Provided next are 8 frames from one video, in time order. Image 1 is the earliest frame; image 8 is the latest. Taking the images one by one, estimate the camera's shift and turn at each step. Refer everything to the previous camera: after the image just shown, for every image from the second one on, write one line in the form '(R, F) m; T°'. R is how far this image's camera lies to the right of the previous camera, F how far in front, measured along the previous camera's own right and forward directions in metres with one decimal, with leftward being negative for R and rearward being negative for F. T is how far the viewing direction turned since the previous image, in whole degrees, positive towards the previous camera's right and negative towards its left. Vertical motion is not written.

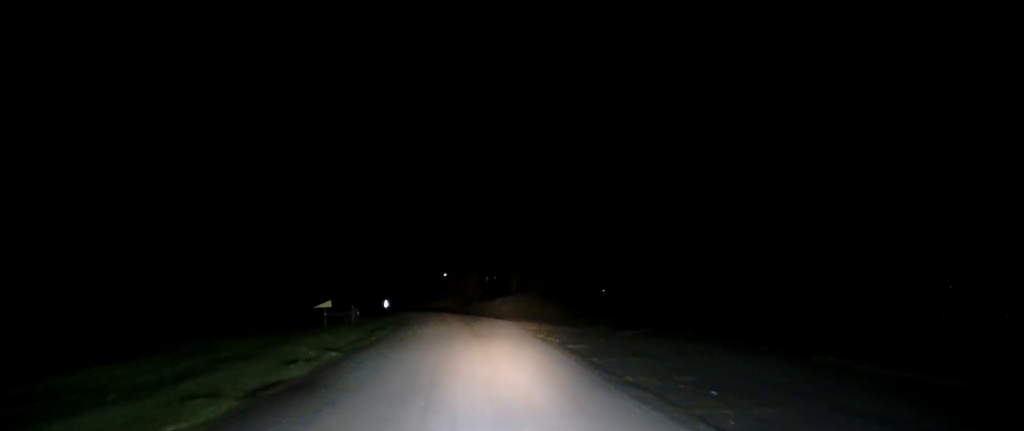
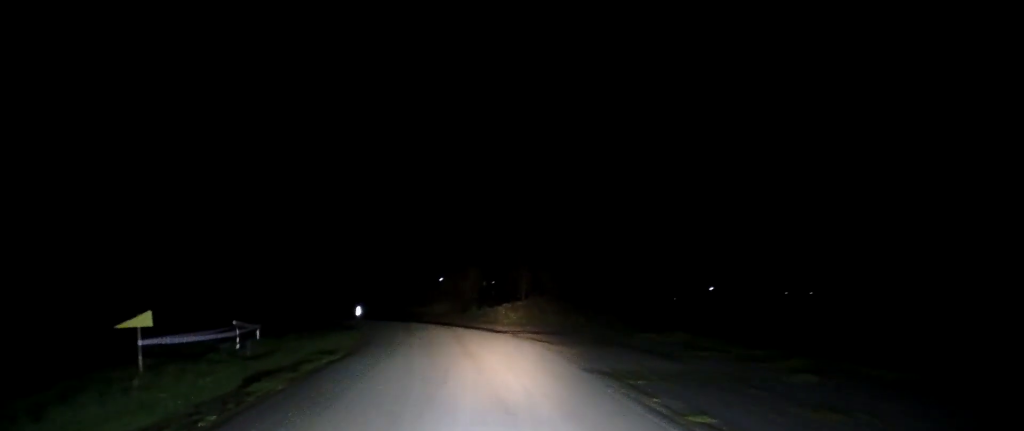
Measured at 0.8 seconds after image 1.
(-0.1, +13.2) m; -2°
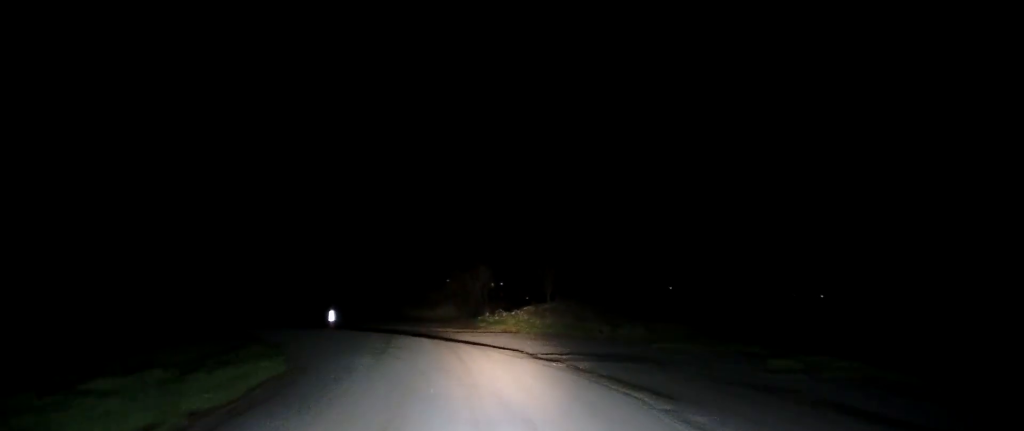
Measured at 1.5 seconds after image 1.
(+0.4, +10.7) m; -5°
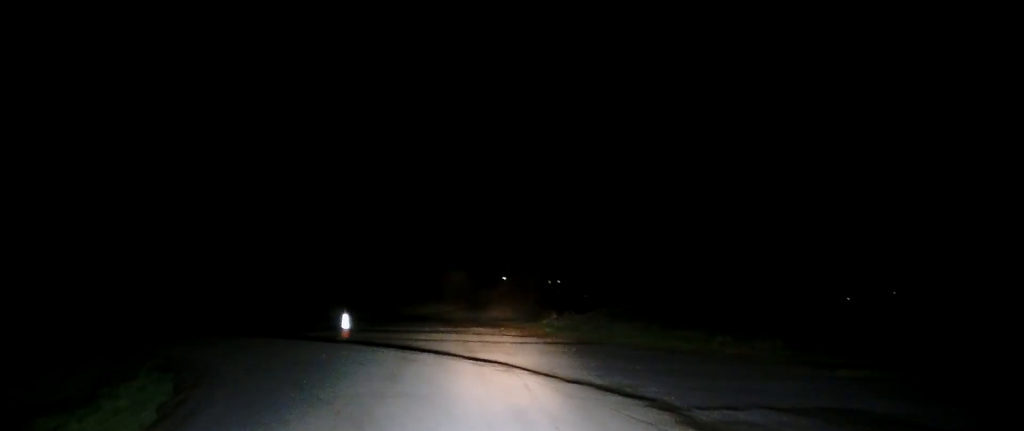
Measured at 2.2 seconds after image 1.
(-1.1, +8.3) m; -12°
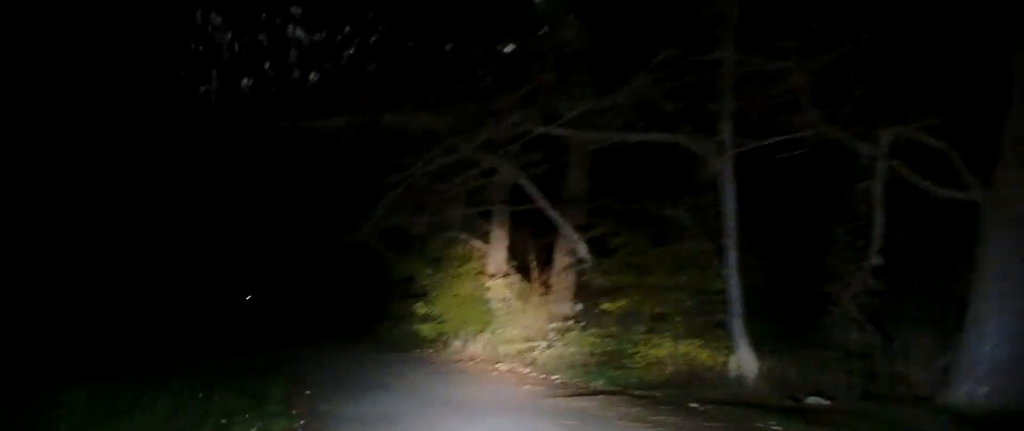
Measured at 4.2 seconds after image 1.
(-9.3, +22.4) m; -40°
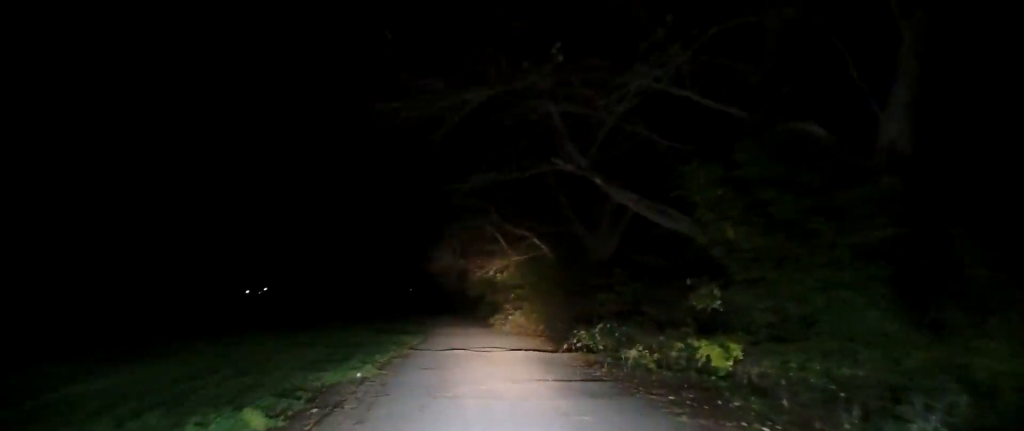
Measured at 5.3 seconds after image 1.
(-1.9, +17.1) m; -9°
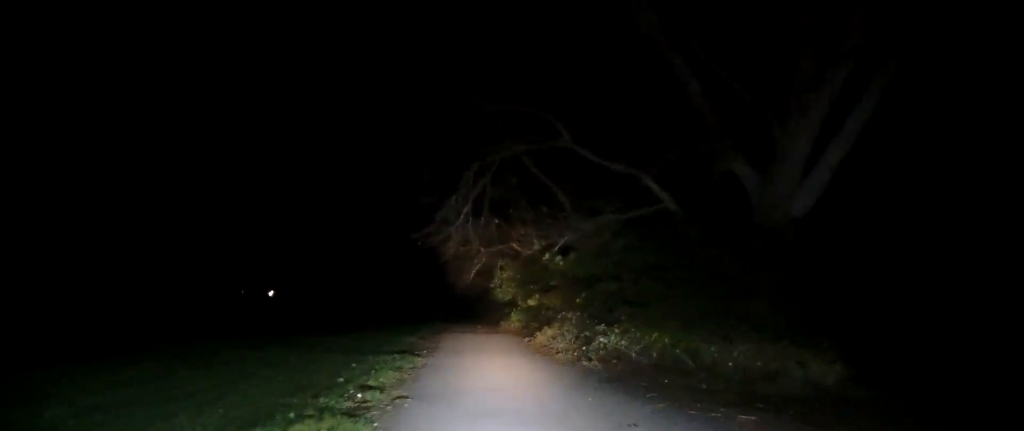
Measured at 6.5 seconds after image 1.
(-0.7, +19.0) m; -1°
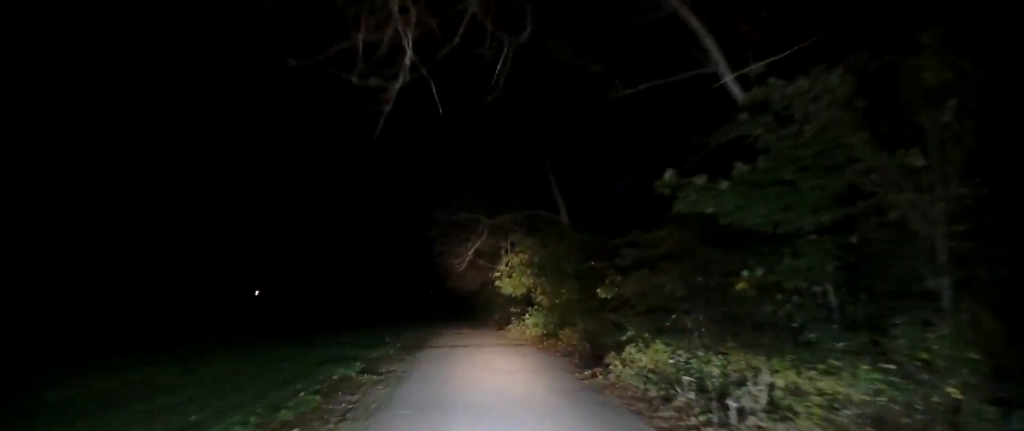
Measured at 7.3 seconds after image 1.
(+0.4, +14.8) m; +1°
